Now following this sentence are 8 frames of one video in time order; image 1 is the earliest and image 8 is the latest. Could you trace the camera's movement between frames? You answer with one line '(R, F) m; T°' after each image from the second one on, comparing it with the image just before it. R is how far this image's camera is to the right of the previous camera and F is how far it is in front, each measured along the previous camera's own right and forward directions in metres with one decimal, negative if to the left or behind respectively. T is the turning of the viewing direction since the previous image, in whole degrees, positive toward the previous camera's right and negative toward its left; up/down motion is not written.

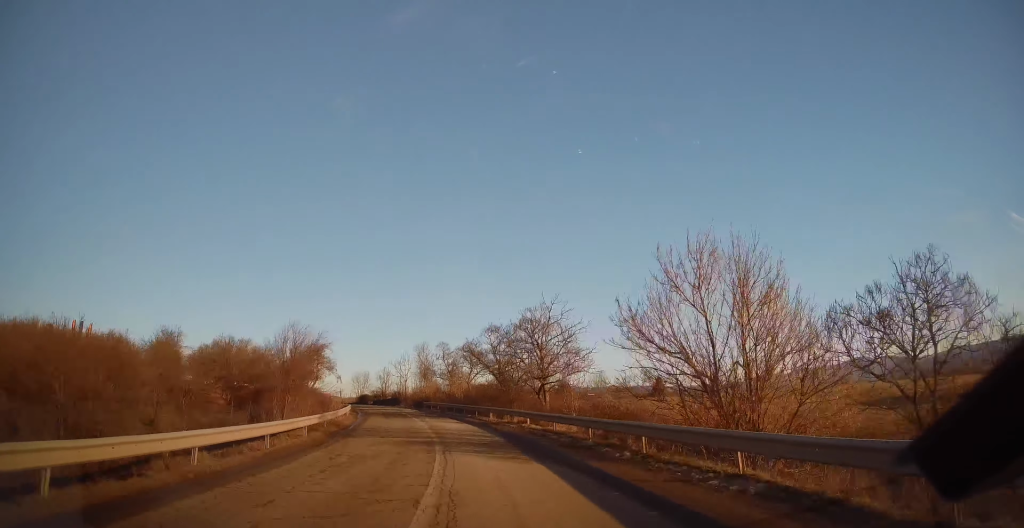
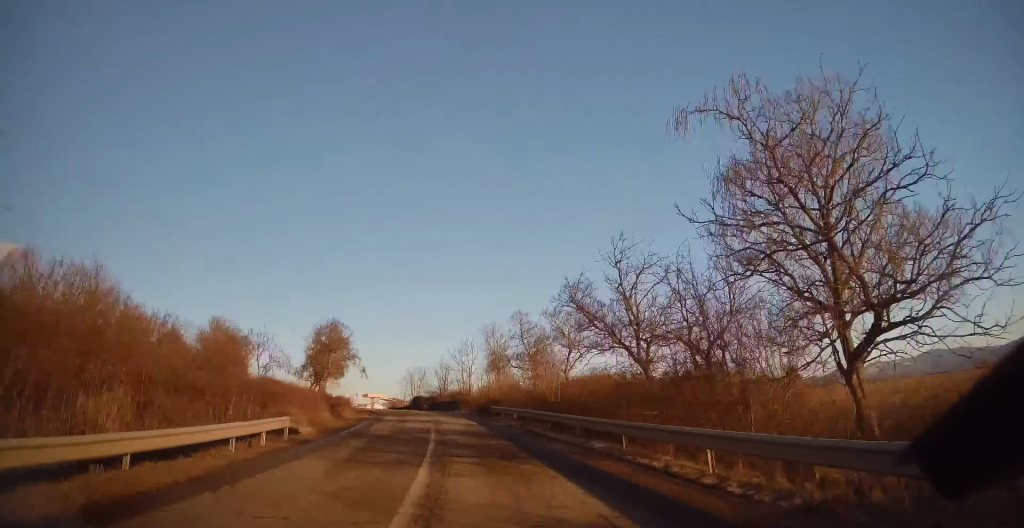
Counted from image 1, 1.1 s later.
(-1.5, +22.3) m; -7°
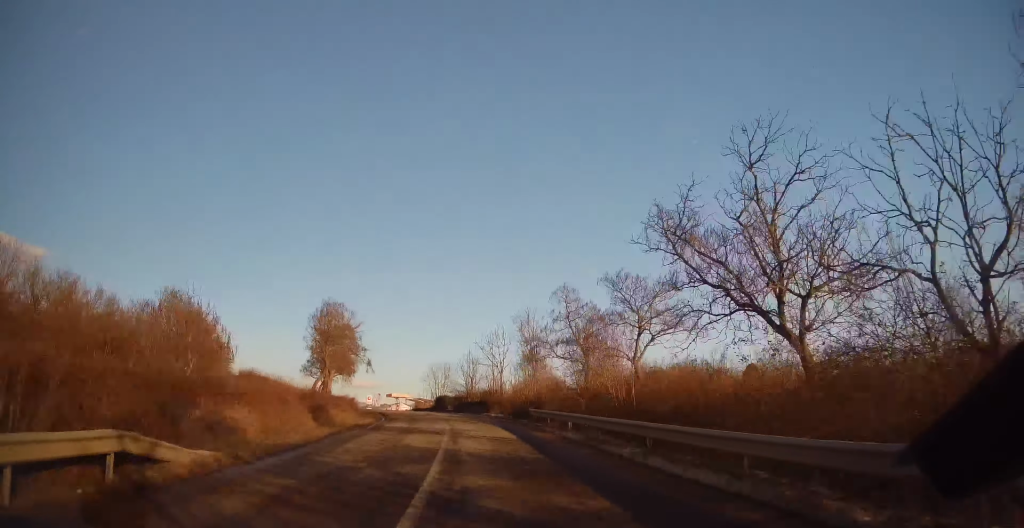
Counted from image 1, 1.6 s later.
(-0.1, +8.5) m; -2°
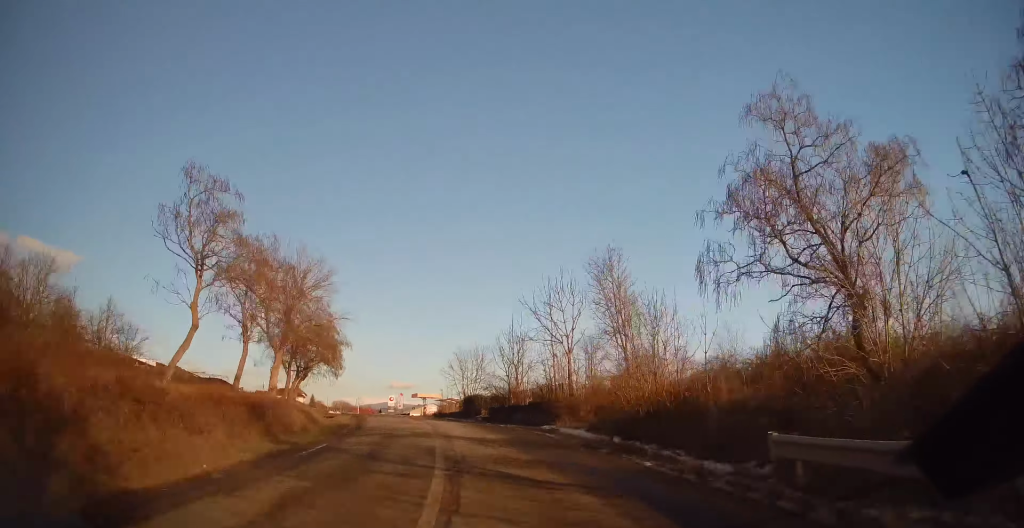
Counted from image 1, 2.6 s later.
(-0.6, +20.2) m; -7°
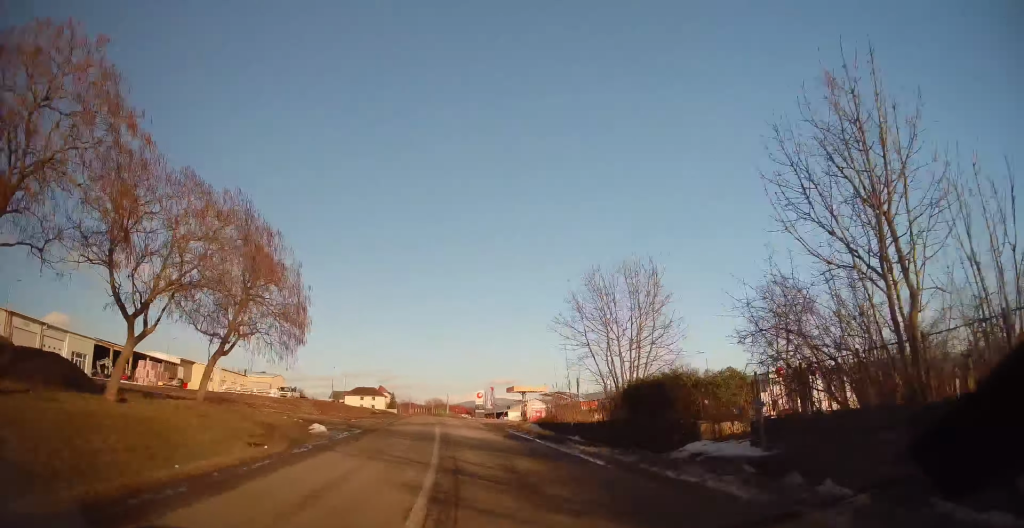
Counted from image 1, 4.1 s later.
(-3.0, +29.1) m; -8°
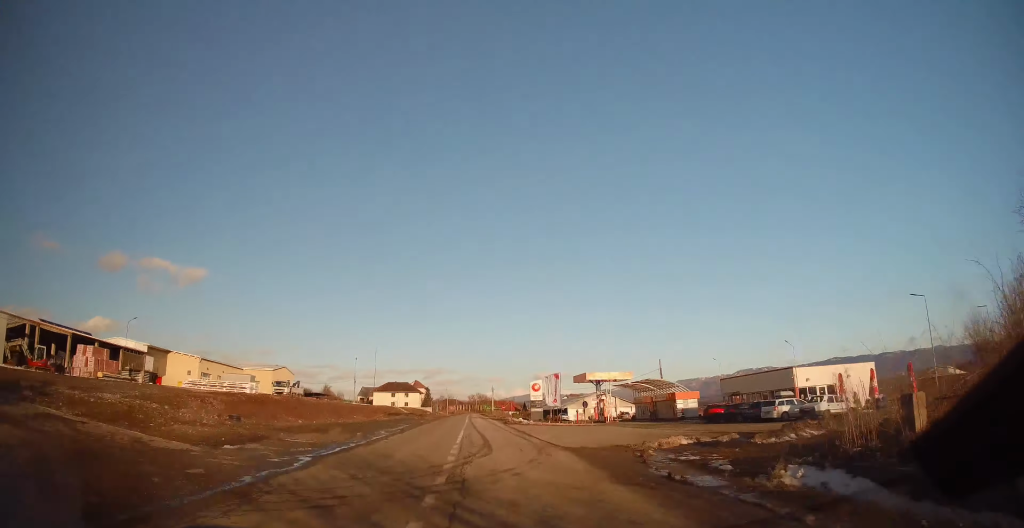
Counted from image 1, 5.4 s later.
(-0.9, +25.3) m; -4°
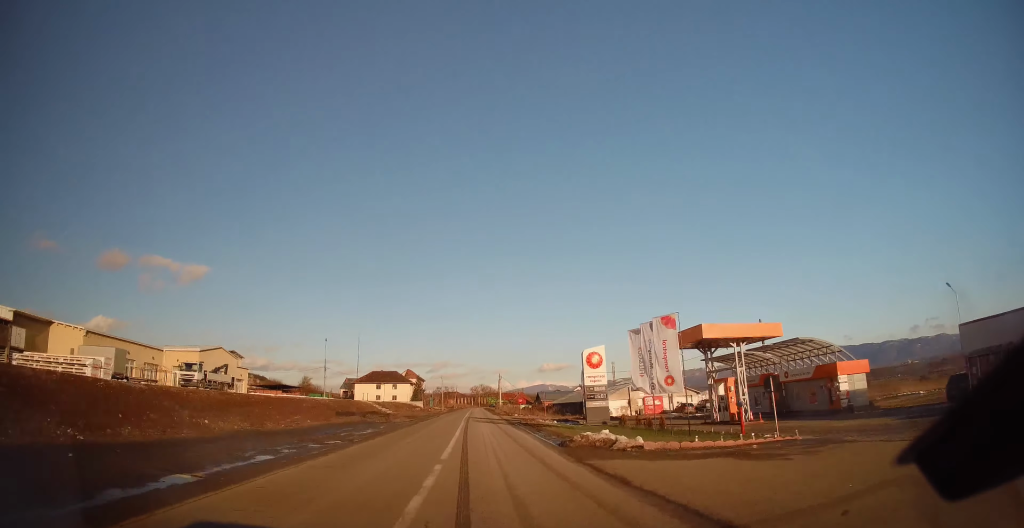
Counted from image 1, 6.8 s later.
(-0.5, +29.3) m; 0°
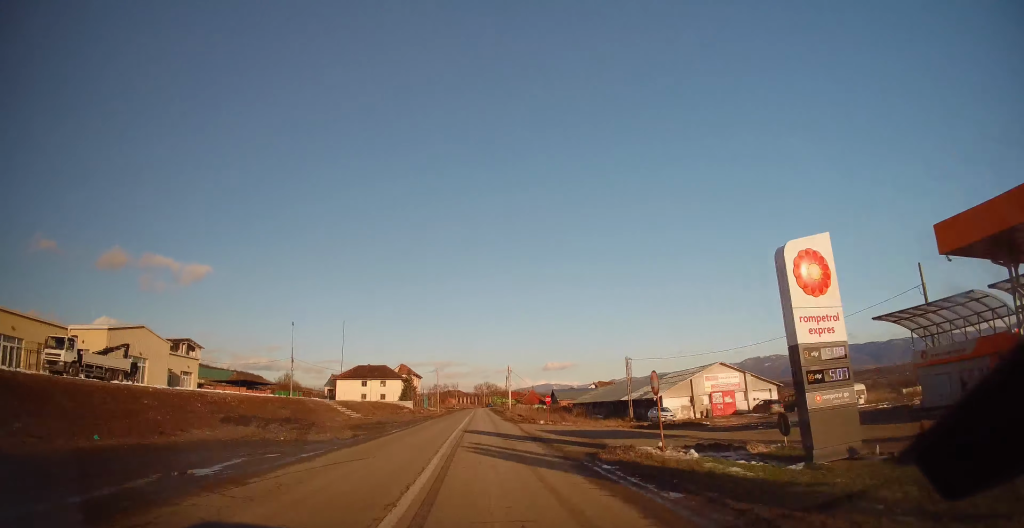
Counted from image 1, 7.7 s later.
(+0.5, +21.1) m; 0°
